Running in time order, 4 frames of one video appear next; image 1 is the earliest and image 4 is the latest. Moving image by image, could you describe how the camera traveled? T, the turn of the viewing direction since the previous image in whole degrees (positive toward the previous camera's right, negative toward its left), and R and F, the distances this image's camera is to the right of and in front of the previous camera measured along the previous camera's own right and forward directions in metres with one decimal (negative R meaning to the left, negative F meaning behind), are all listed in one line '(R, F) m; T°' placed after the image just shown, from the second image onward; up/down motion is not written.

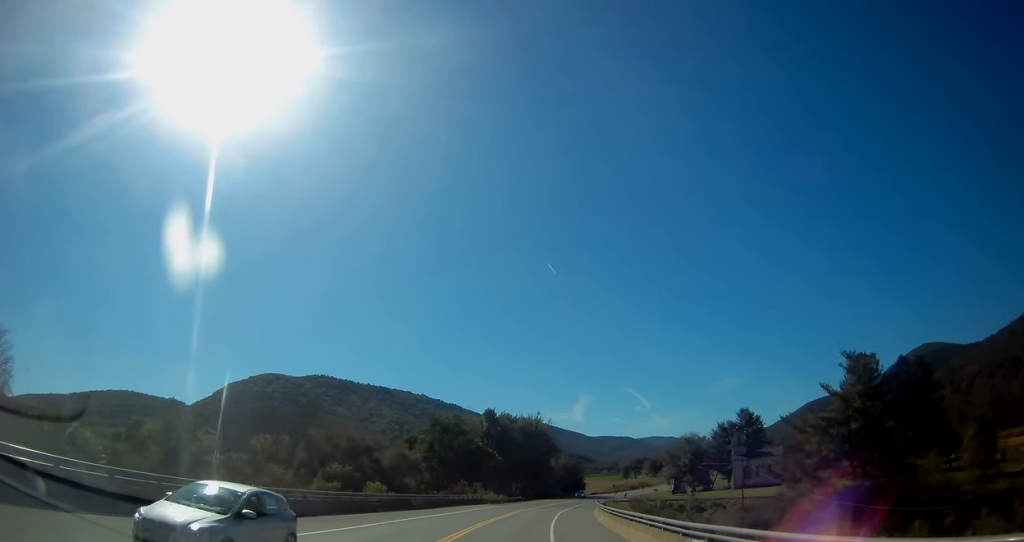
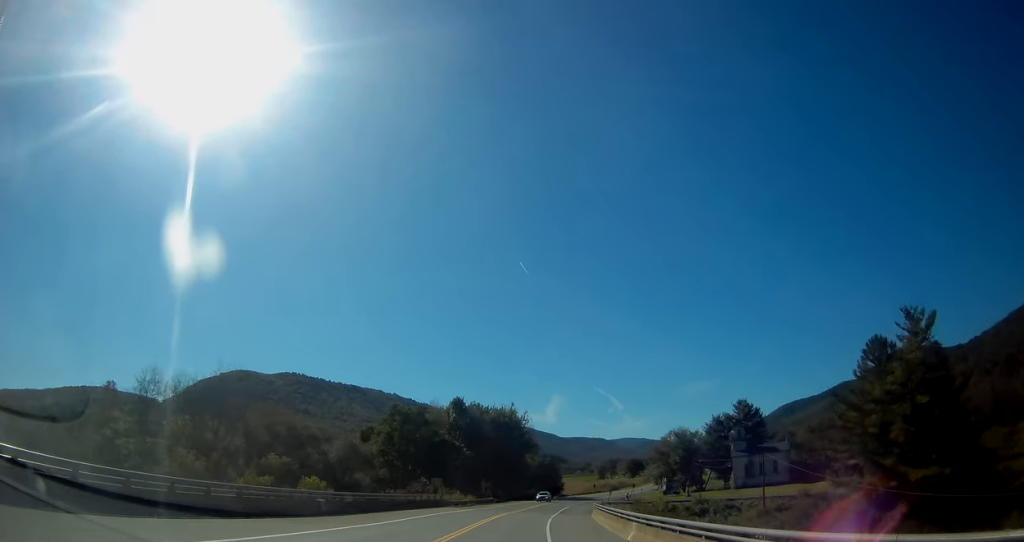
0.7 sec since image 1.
(+0.5, +17.1) m; +2°
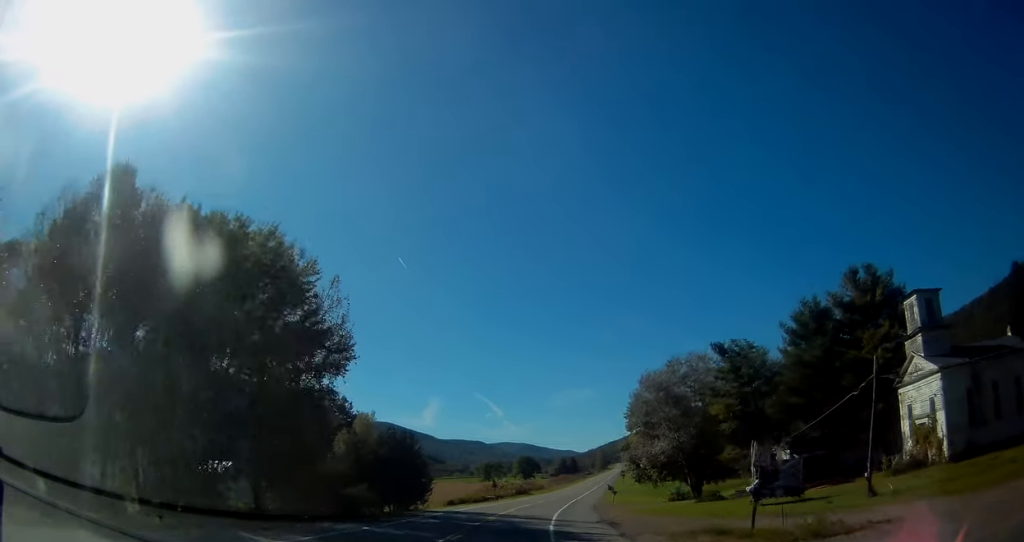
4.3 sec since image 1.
(+8.2, +92.1) m; +11°
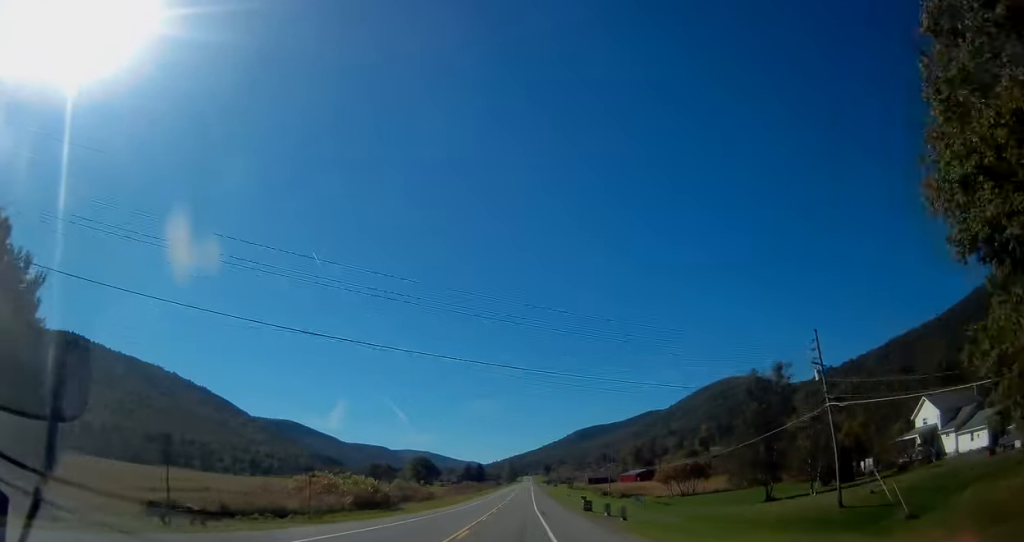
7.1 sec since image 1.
(+6.3, +70.4) m; +9°
